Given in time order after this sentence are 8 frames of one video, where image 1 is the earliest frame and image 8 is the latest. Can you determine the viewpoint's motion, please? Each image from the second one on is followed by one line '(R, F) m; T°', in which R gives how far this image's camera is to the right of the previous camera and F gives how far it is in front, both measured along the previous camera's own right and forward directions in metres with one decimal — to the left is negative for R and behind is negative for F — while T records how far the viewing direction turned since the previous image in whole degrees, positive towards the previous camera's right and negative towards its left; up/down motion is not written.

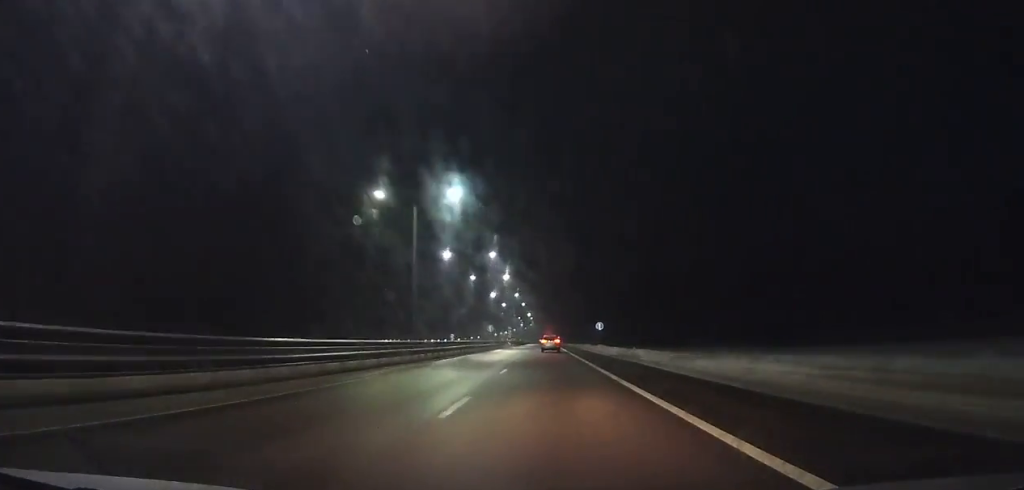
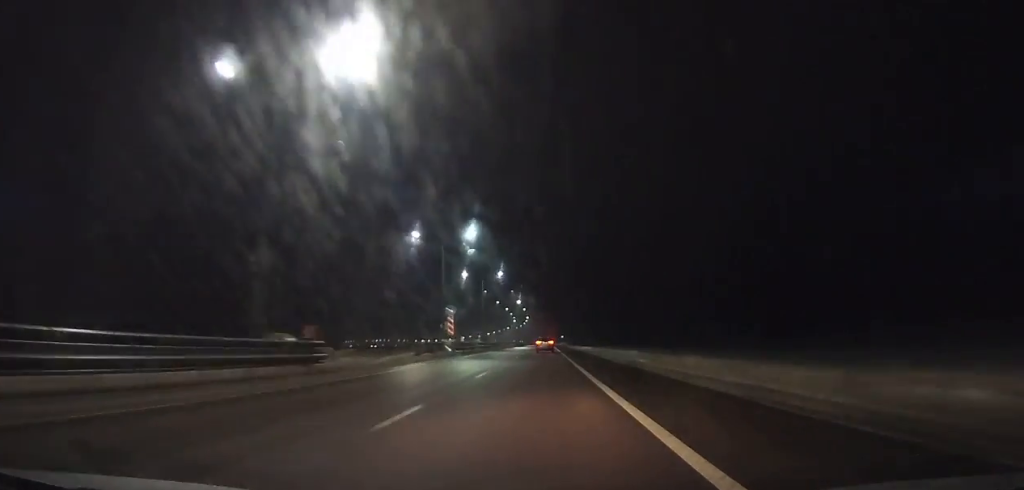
(0.0, +73.0) m; 0°
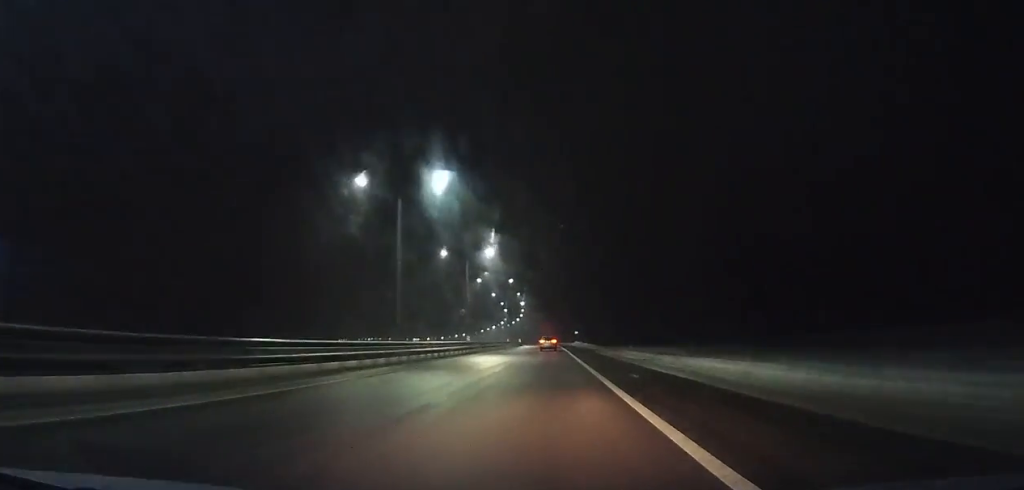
(0.0, +81.4) m; 0°
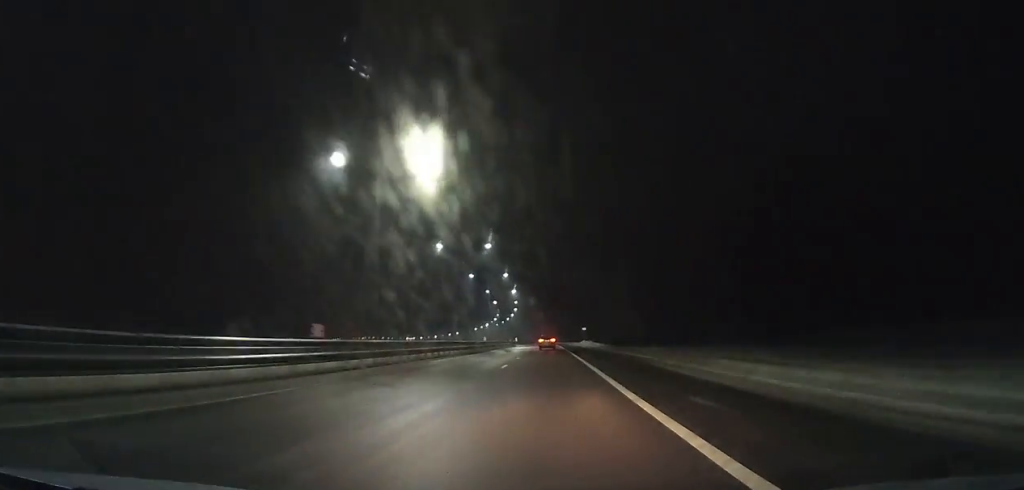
(+0.1, +34.4) m; 0°
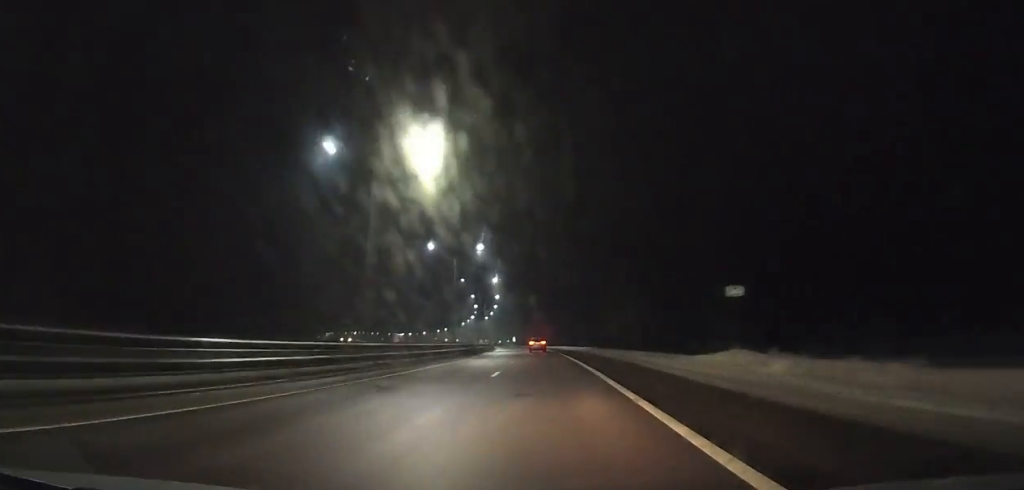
(-0.9, +88.2) m; -2°
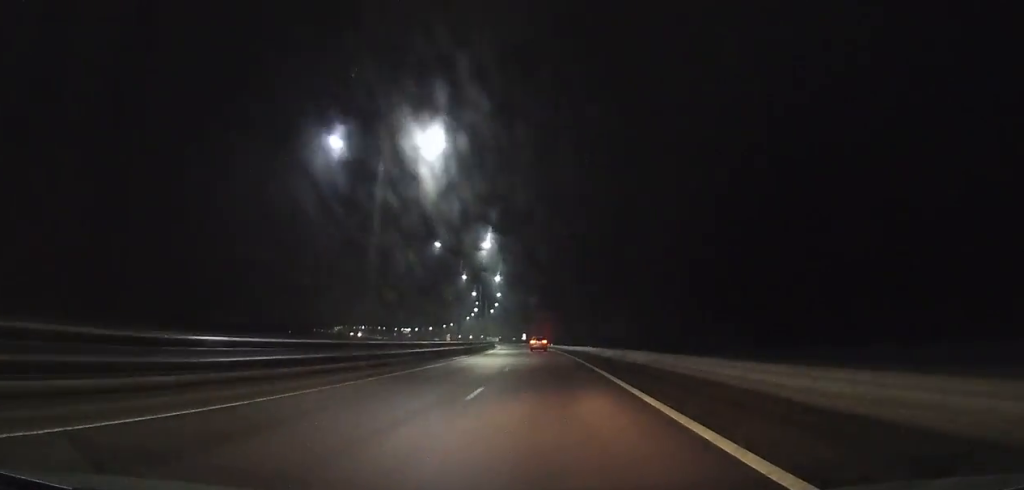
(-0.8, +32.5) m; -1°
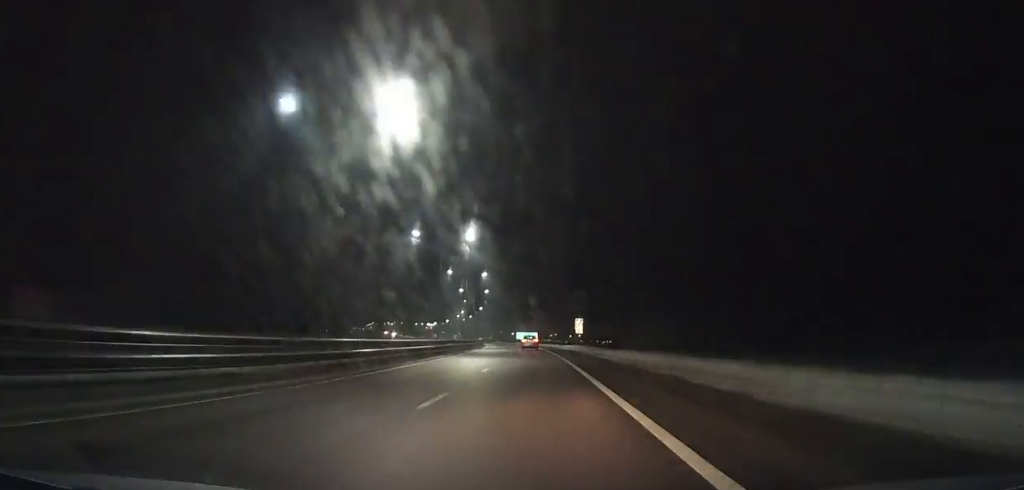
(-5.3, +133.0) m; -6°
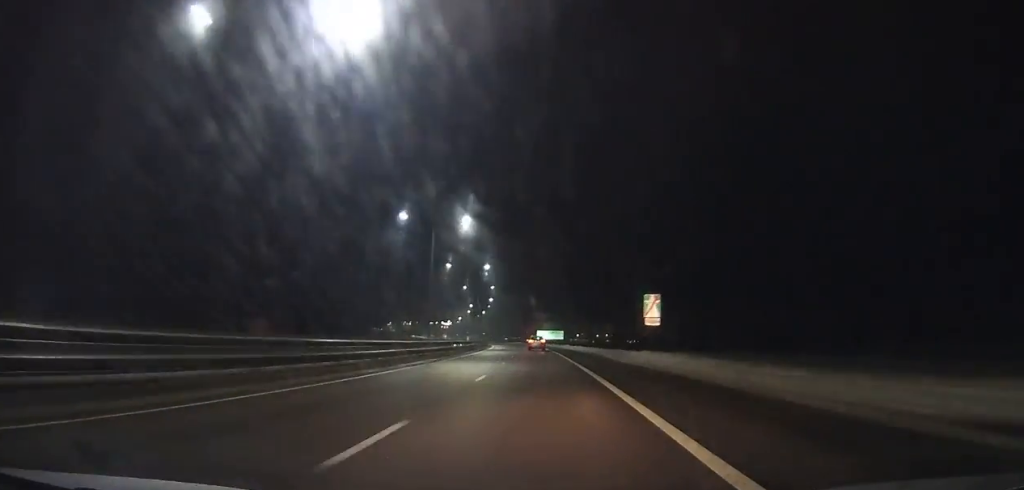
(-1.3, +41.0) m; -2°
